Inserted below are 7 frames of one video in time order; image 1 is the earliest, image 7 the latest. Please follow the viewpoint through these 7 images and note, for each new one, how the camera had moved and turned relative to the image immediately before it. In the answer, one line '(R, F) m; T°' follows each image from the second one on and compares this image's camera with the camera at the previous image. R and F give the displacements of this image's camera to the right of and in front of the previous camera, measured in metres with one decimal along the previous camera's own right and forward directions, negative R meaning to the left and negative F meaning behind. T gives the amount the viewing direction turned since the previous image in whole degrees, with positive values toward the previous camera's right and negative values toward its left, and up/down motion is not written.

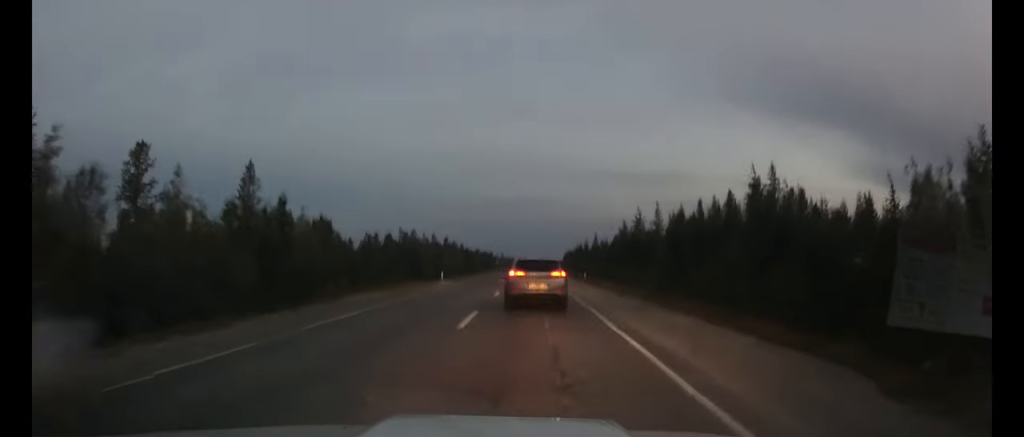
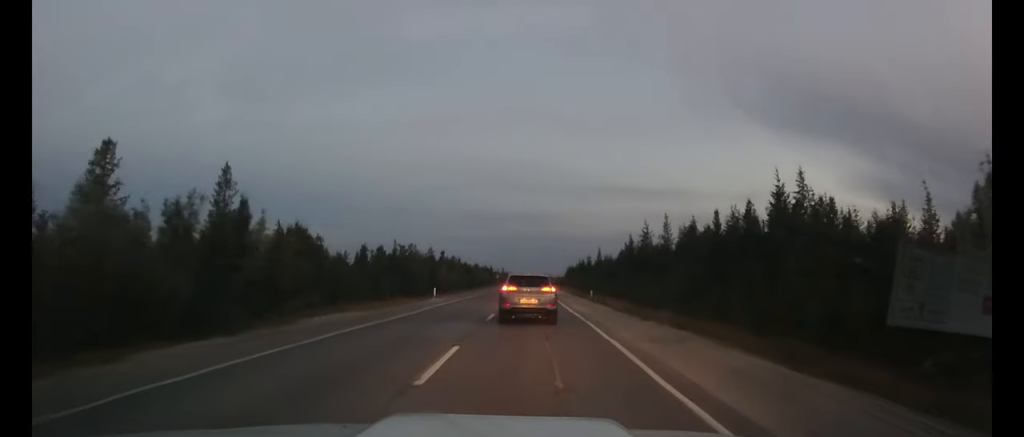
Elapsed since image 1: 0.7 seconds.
(0.0, +4.8) m; 0°
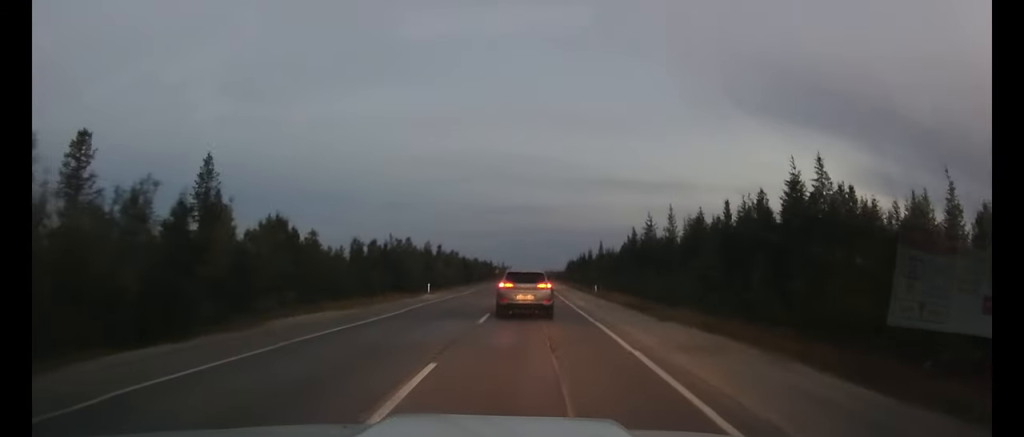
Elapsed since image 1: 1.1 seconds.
(0.0, +2.8) m; 0°
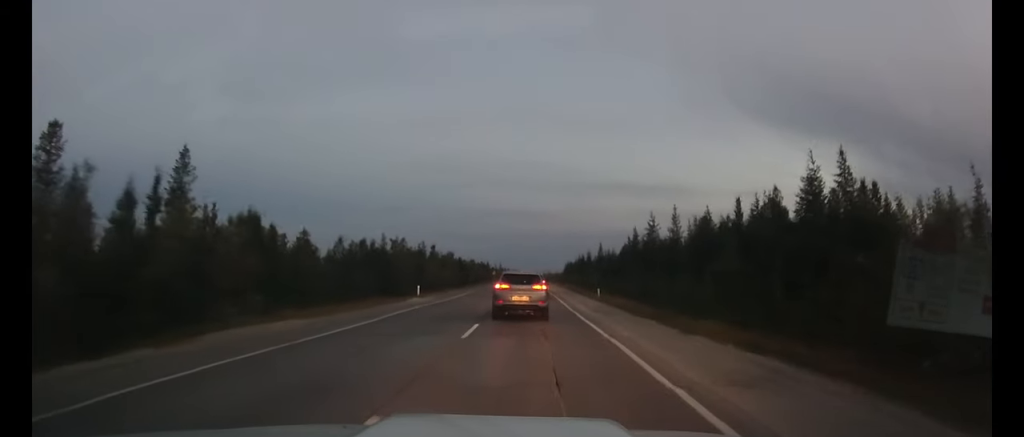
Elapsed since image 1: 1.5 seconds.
(0.0, +3.1) m; 0°
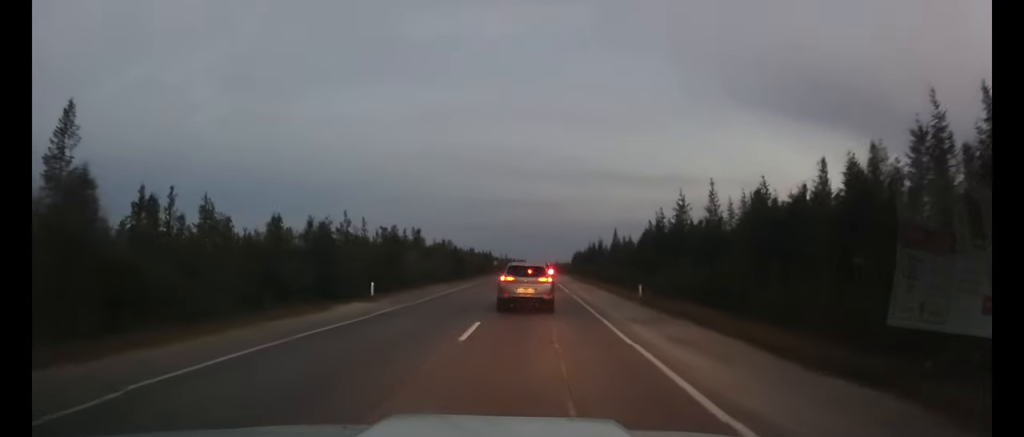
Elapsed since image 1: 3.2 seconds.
(0.0, +12.5) m; 0°
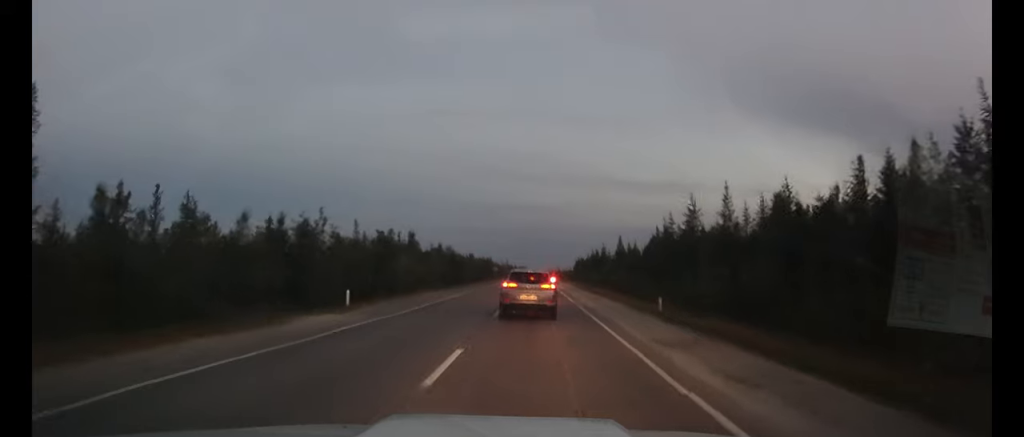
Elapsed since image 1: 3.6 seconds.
(0.0, +3.8) m; 0°
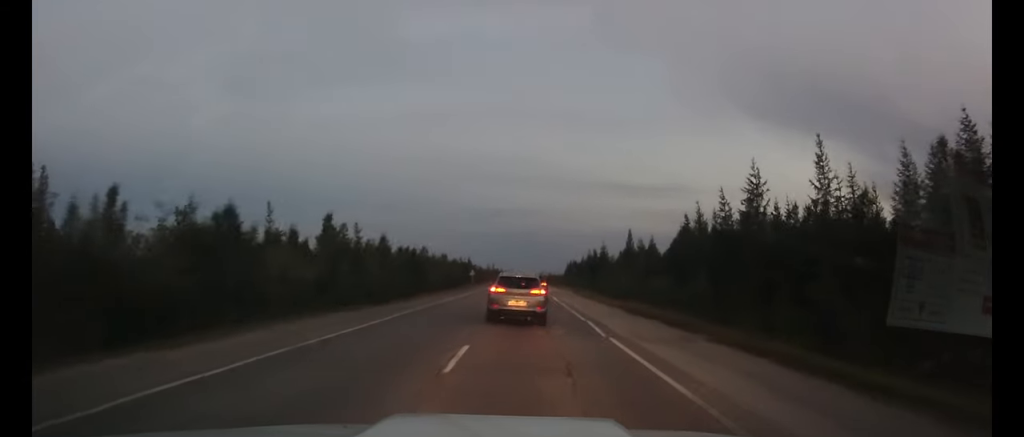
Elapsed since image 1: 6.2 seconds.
(-0.1, +21.8) m; 0°
